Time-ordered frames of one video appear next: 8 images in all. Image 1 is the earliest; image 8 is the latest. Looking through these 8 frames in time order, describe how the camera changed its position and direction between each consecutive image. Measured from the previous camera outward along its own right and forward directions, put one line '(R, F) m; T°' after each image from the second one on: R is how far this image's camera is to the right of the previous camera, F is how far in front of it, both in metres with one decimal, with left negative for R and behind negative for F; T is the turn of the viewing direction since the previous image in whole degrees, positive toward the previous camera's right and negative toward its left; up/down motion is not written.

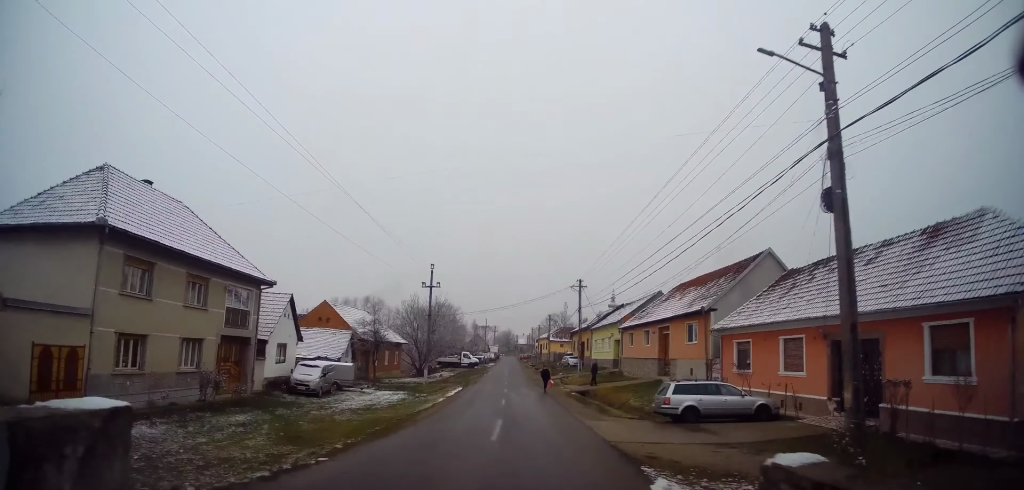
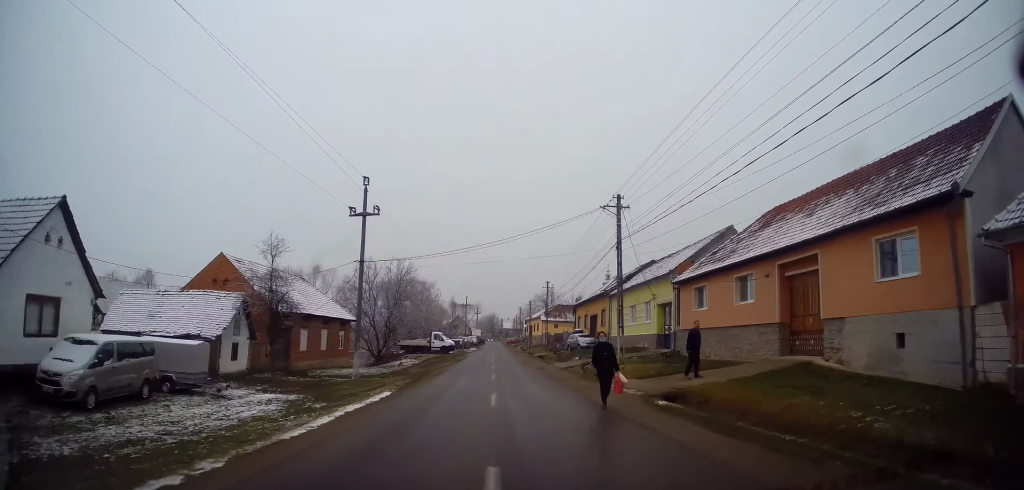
(+0.1, +19.2) m; +1°
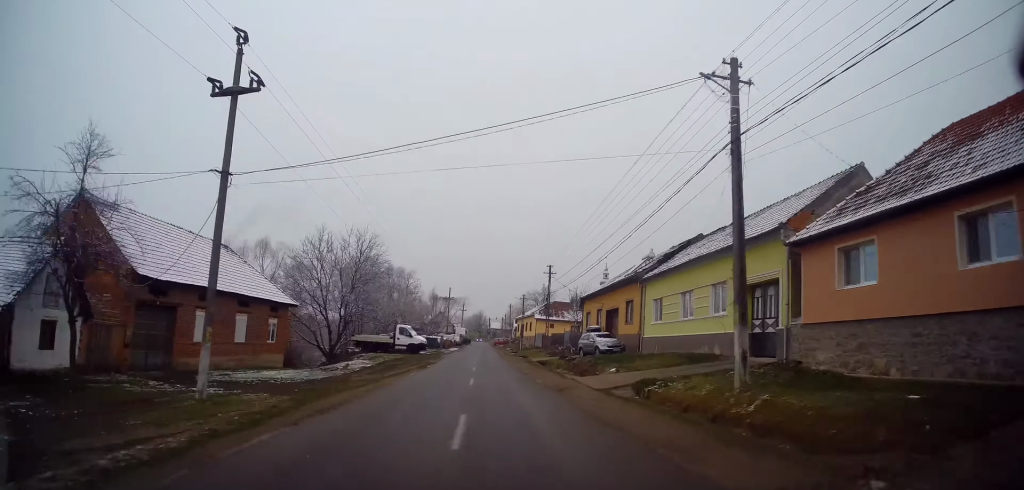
(+0.2, +13.6) m; +1°
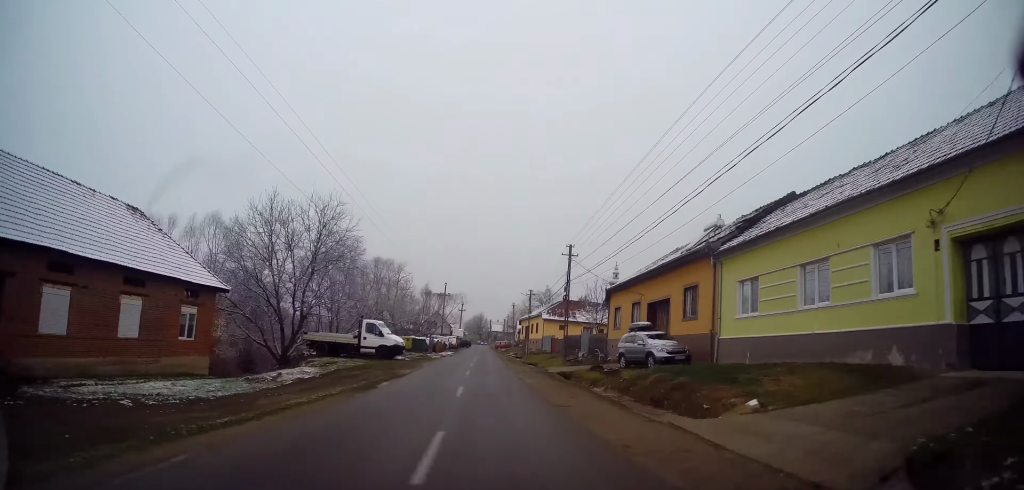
(+0.1, +11.3) m; 0°
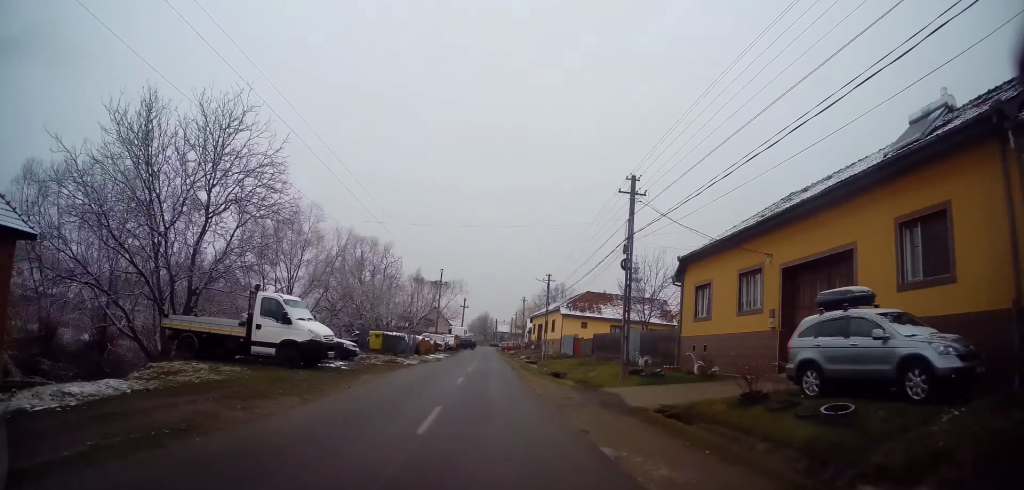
(-0.1, +15.0) m; -1°
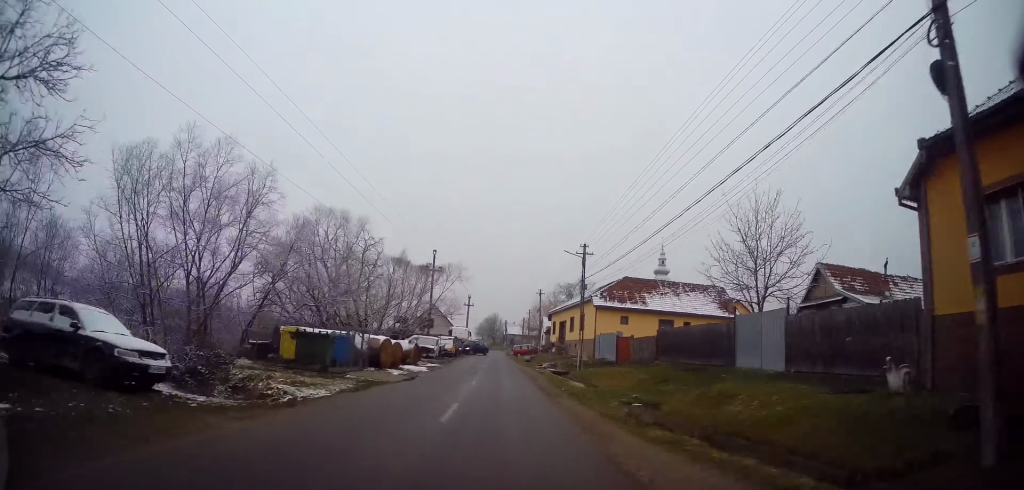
(-0.2, +15.5) m; 0°
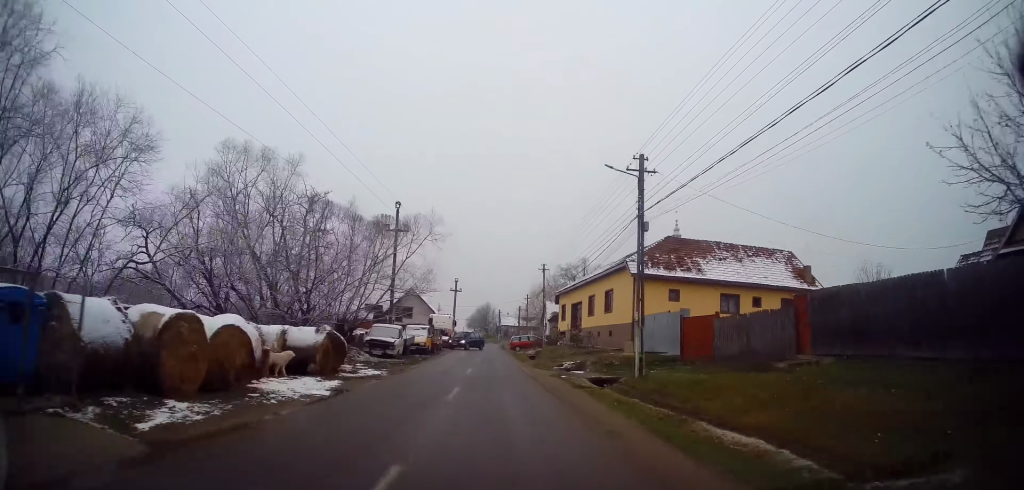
(+0.2, +14.6) m; +2°
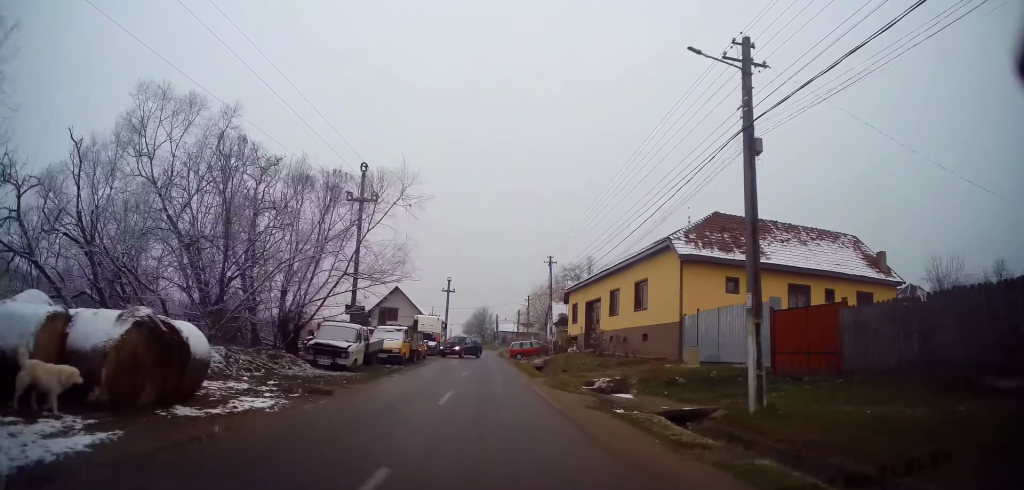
(+0.2, +8.4) m; 0°
